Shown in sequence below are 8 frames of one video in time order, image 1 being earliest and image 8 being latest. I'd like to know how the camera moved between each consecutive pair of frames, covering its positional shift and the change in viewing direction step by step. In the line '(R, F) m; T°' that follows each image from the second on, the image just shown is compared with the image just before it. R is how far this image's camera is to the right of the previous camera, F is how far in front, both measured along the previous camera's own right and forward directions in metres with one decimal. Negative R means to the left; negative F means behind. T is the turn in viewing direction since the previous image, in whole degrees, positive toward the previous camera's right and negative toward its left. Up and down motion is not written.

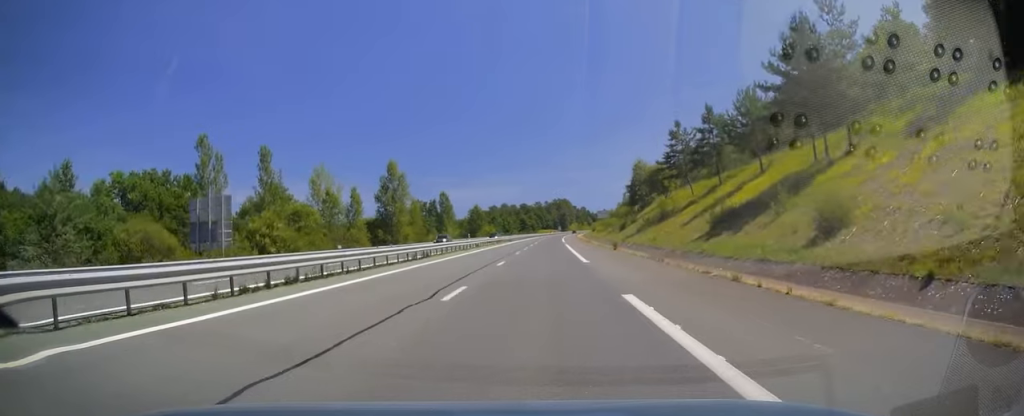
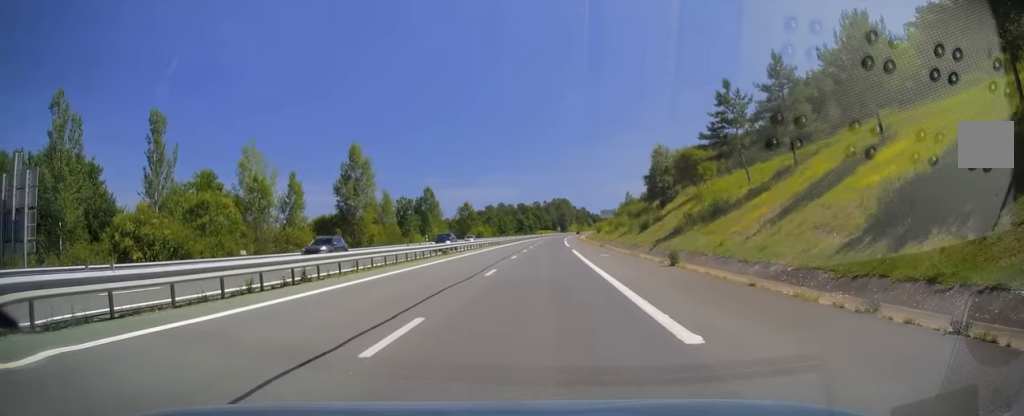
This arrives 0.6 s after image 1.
(-0.2, +18.6) m; 0°
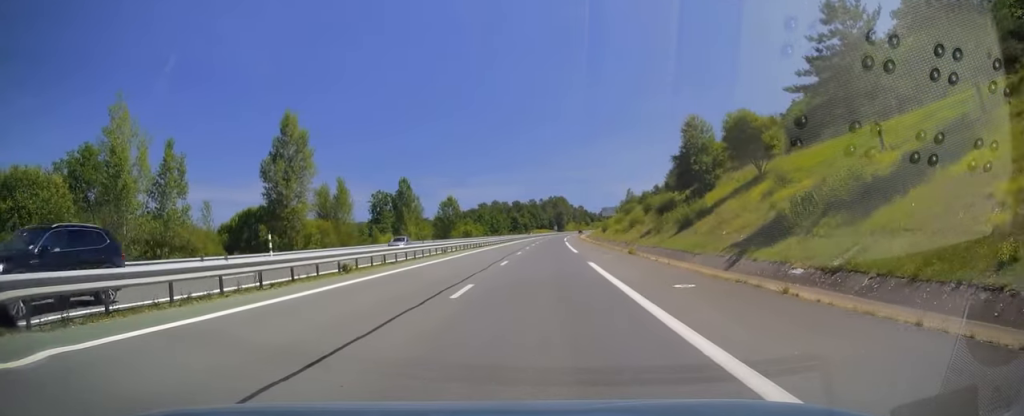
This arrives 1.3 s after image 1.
(0.0, +20.1) m; 0°
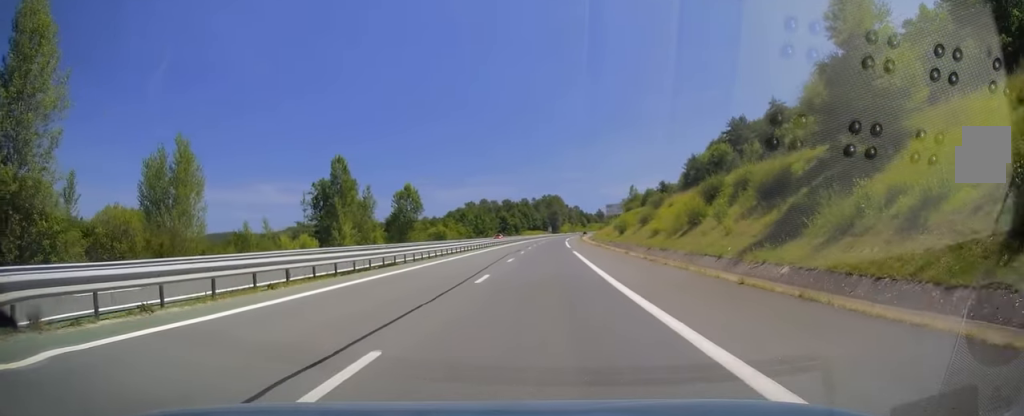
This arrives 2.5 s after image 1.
(+0.4, +34.2) m; +1°
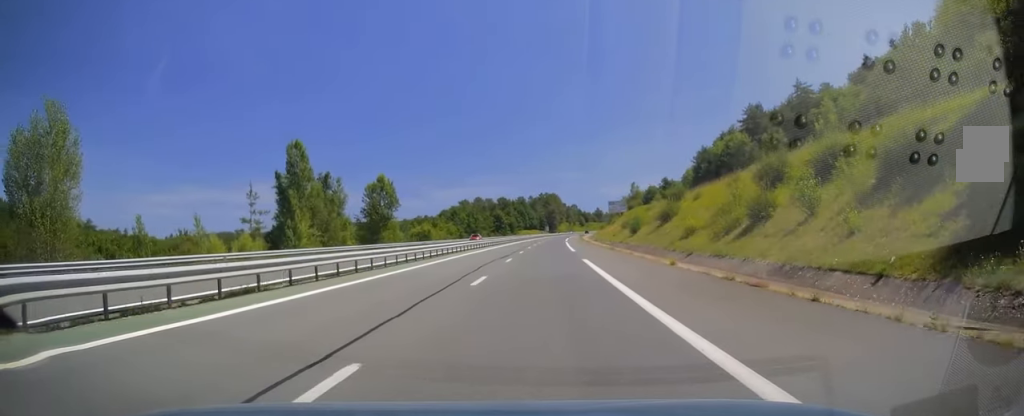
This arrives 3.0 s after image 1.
(0.0, +13.7) m; 0°
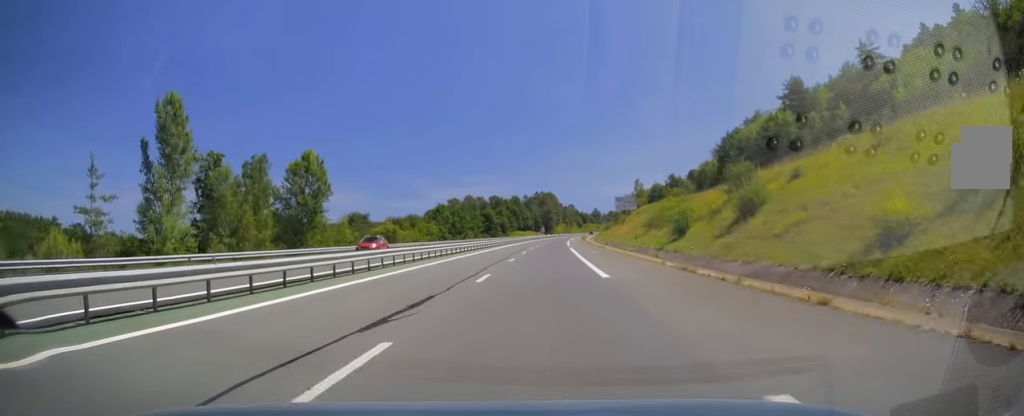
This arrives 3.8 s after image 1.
(0.0, +24.4) m; +1°
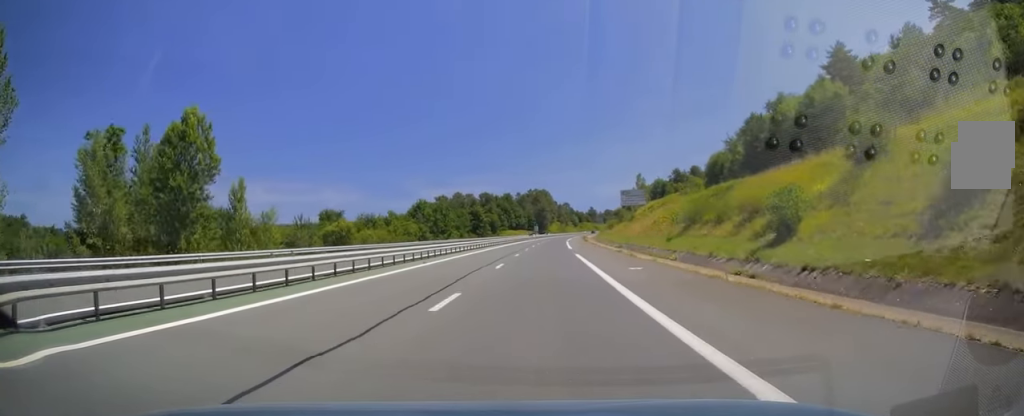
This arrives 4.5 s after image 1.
(+0.2, +19.6) m; +1°
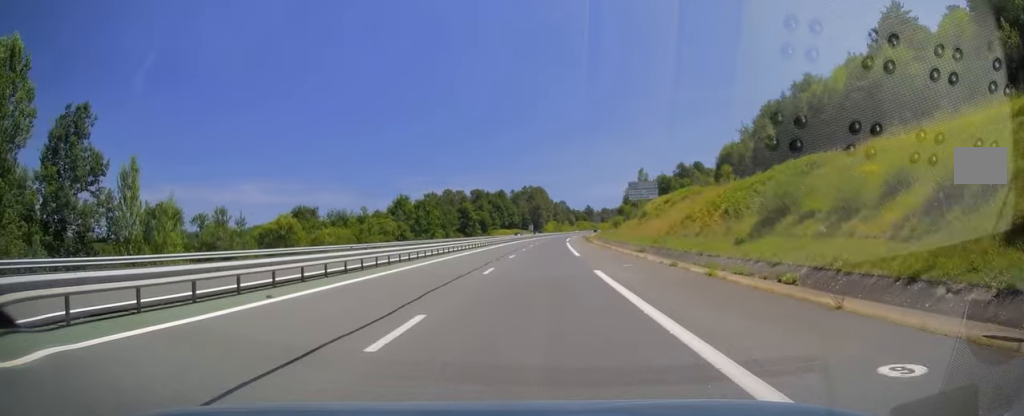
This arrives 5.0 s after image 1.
(+0.1, +16.6) m; +1°
